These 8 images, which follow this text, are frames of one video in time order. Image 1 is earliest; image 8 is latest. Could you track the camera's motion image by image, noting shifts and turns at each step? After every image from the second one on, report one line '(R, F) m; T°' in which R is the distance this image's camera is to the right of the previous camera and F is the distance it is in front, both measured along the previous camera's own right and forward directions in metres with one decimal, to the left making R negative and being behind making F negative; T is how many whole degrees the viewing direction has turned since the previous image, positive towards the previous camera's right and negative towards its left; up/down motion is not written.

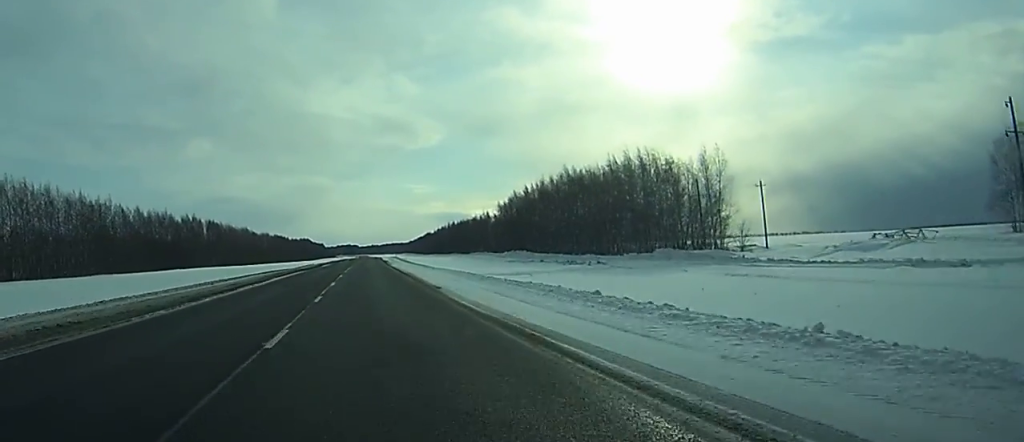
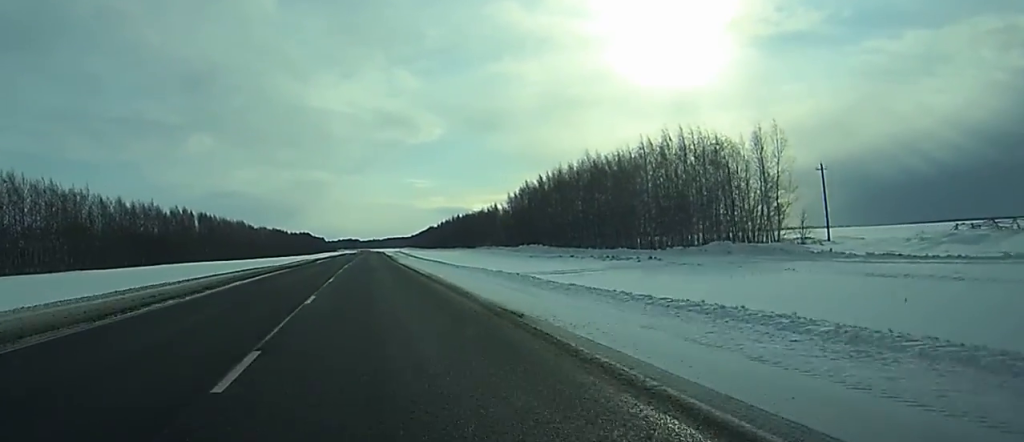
(0.0, +16.3) m; 0°
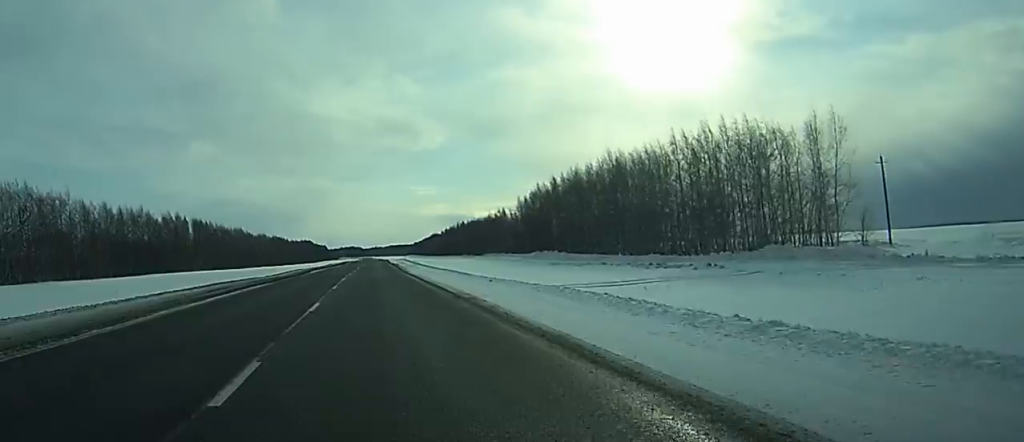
(+0.1, +12.5) m; 0°
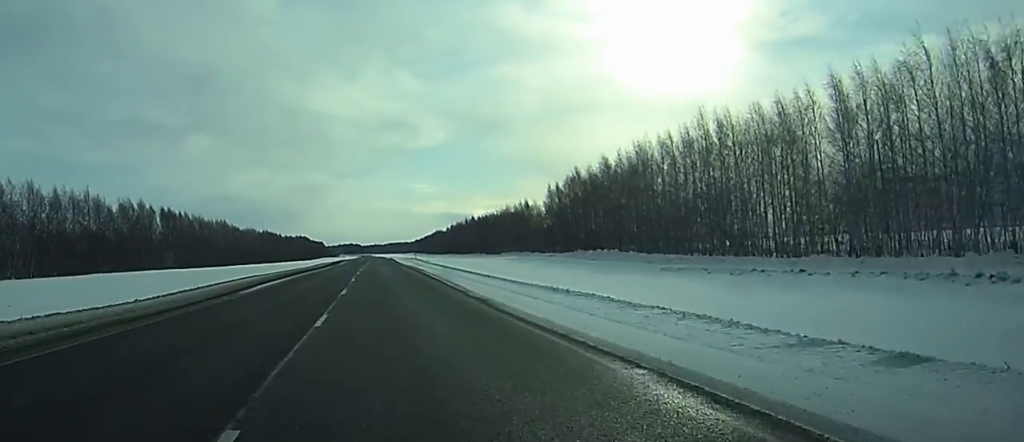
(0.0, +40.2) m; 0°
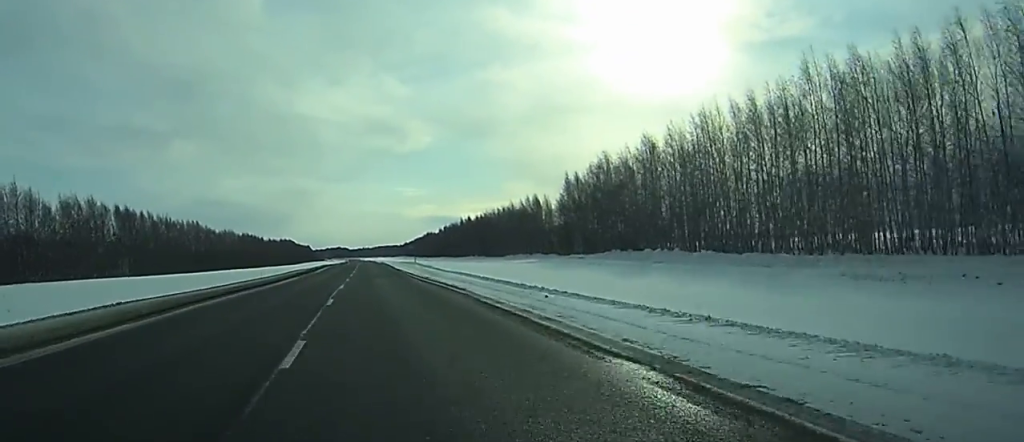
(0.0, +29.5) m; 0°
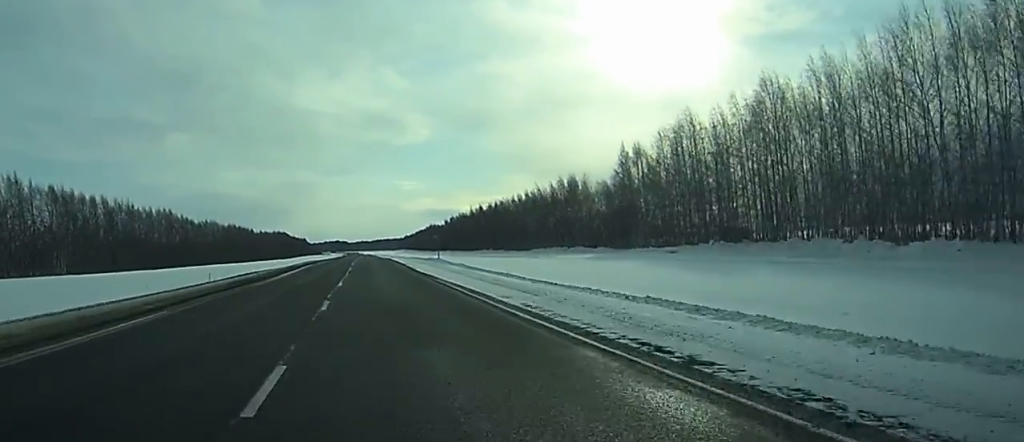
(+0.2, +38.8) m; +1°
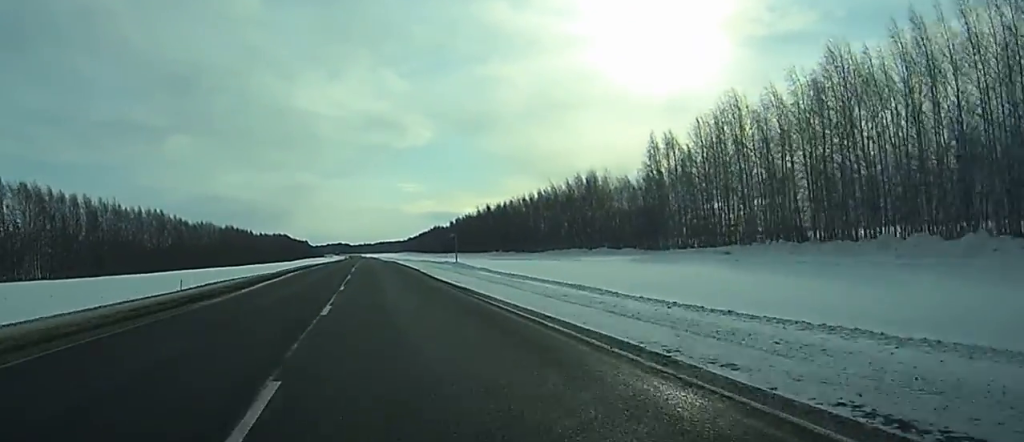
(0.0, +13.2) m; 0°
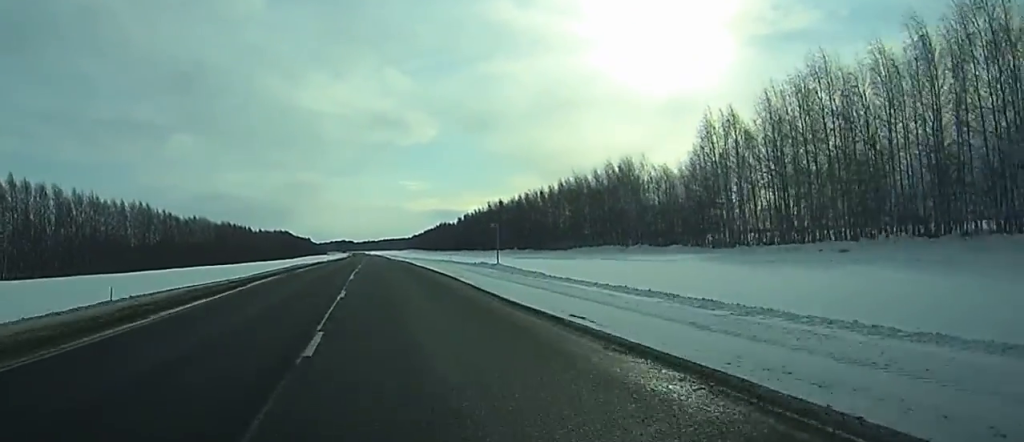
(0.0, +18.8) m; 0°
